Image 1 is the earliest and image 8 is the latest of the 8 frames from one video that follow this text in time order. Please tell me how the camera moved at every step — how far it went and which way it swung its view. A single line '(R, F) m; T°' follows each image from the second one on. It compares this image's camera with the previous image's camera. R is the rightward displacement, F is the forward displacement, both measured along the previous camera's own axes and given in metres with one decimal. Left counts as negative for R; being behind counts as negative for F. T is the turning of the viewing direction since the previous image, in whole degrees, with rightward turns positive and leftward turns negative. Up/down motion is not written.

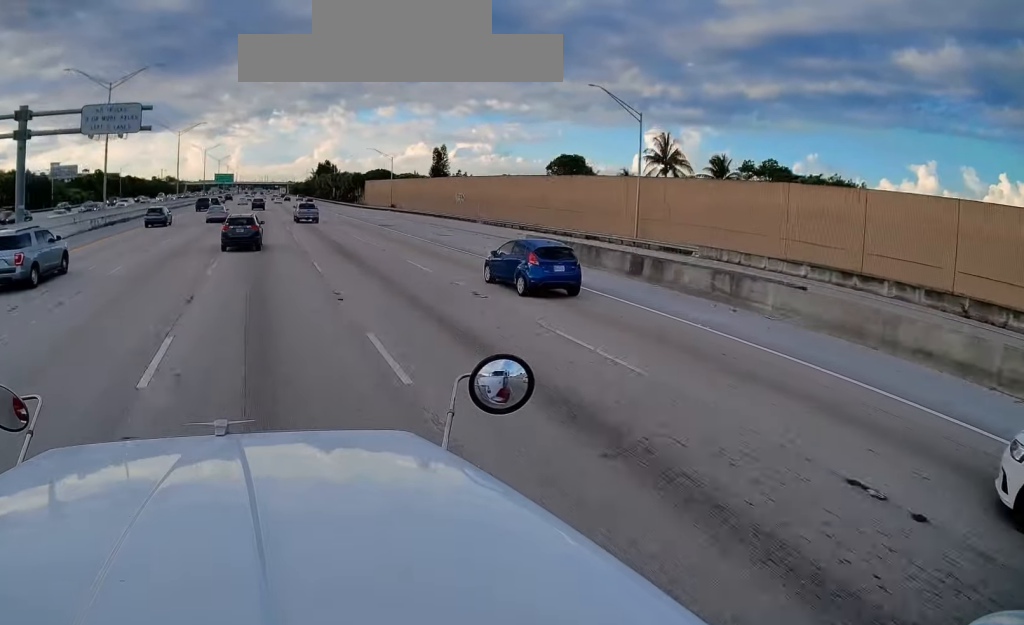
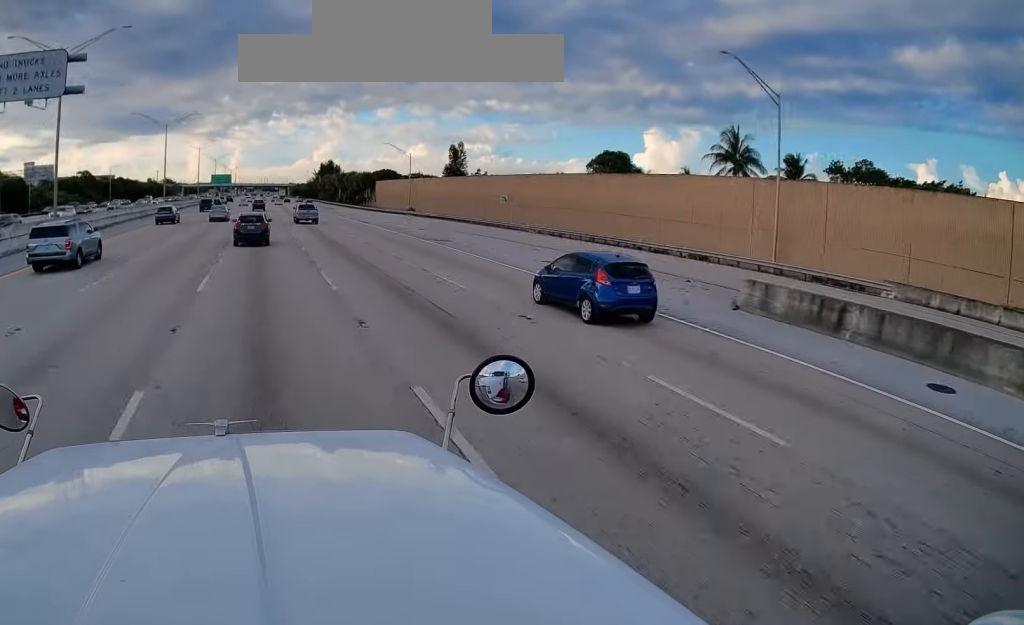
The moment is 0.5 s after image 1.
(-0.1, +14.9) m; 0°
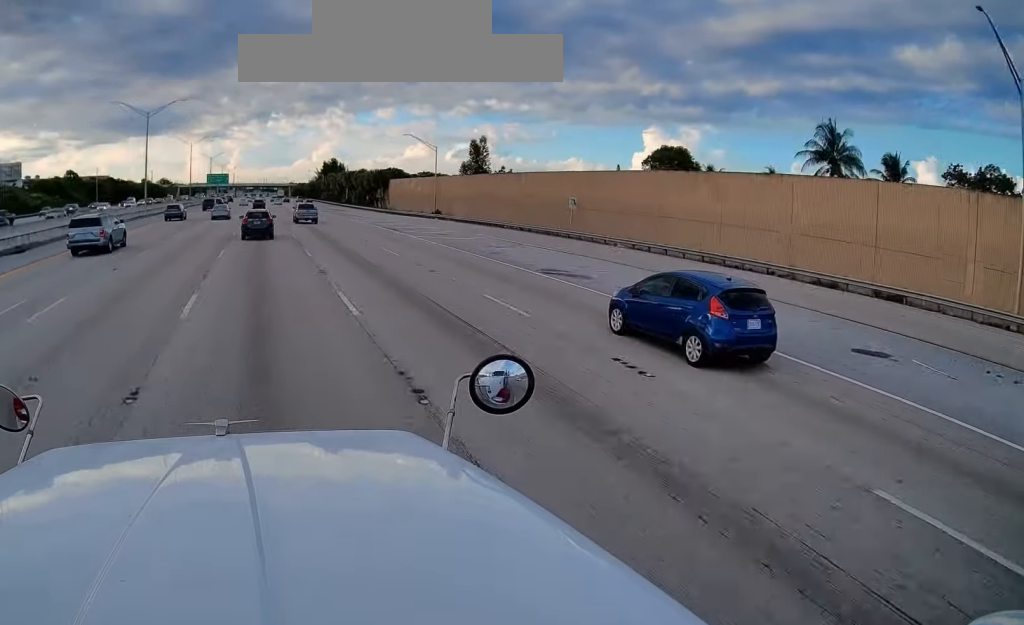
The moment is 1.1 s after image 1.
(-0.1, +16.1) m; 0°
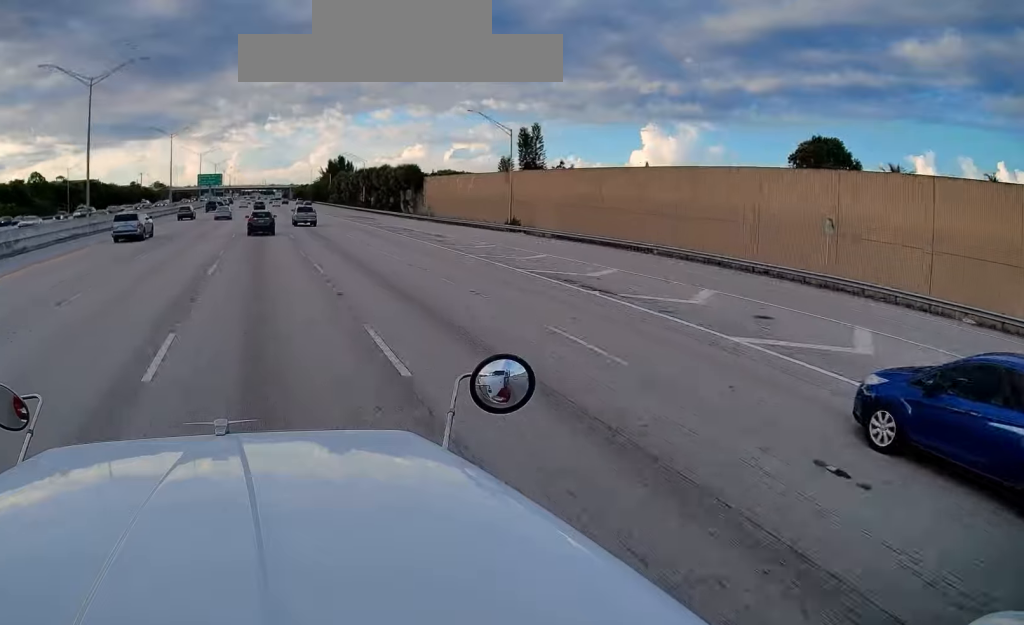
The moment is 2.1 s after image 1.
(0.0, +28.7) m; 0°
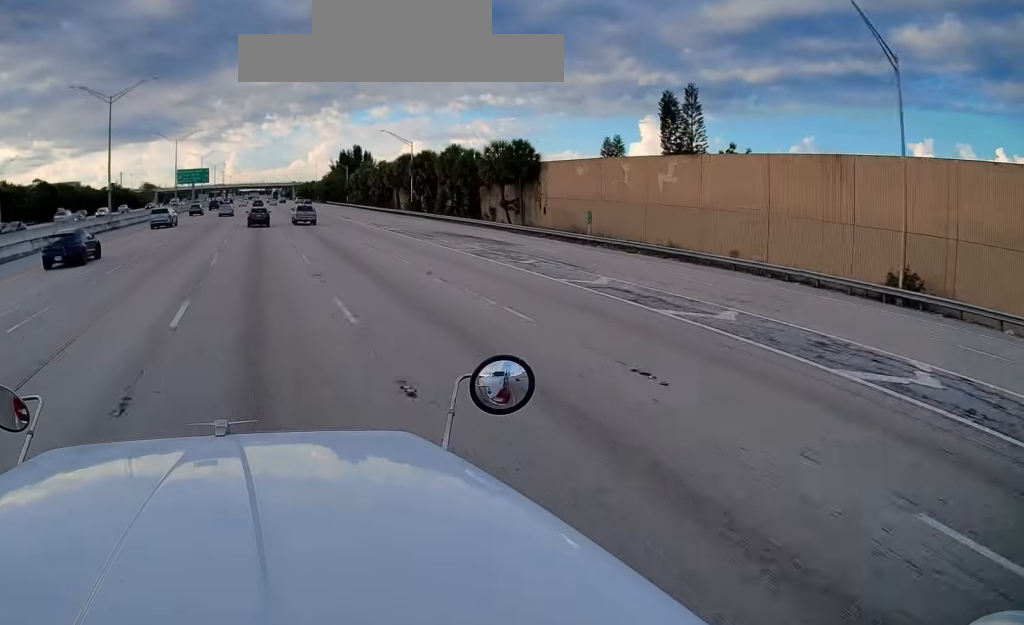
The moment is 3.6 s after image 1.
(+0.1, +44.0) m; 0°
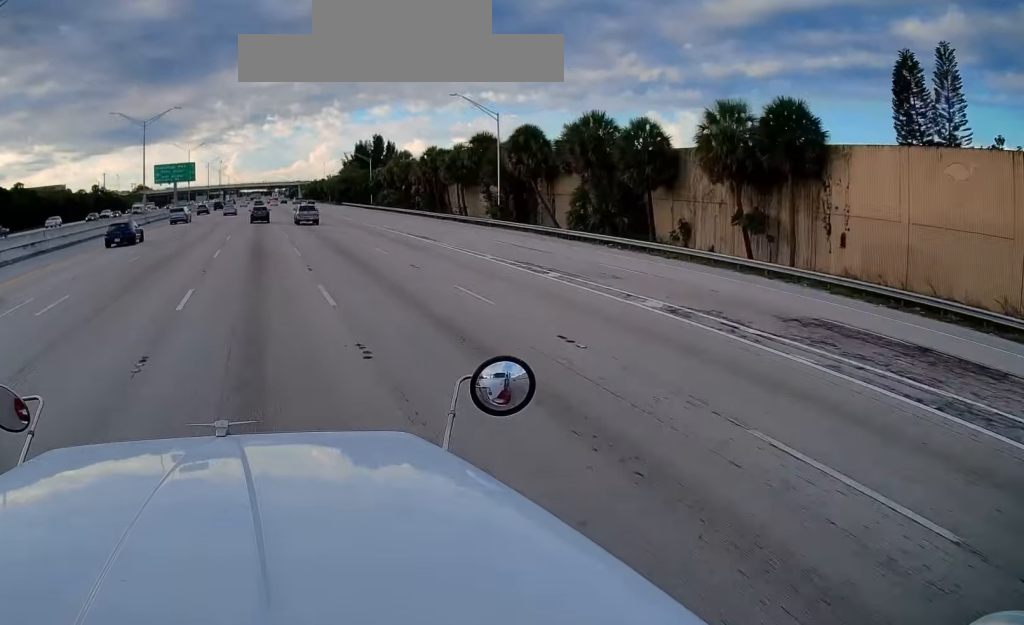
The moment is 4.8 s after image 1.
(+0.1, +34.2) m; +1°
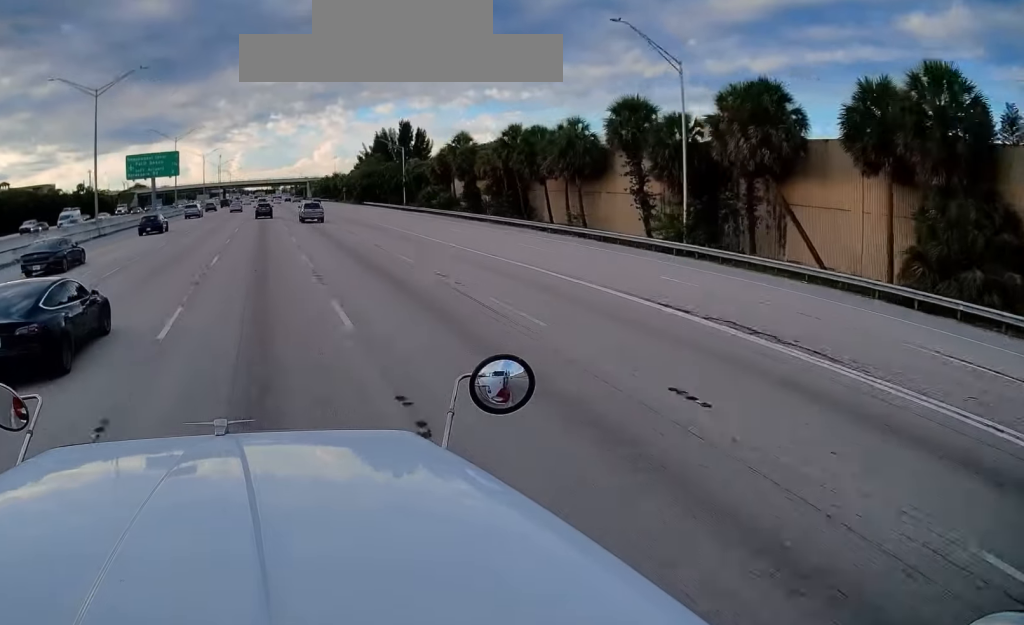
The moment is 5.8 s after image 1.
(+0.1, +28.5) m; -1°
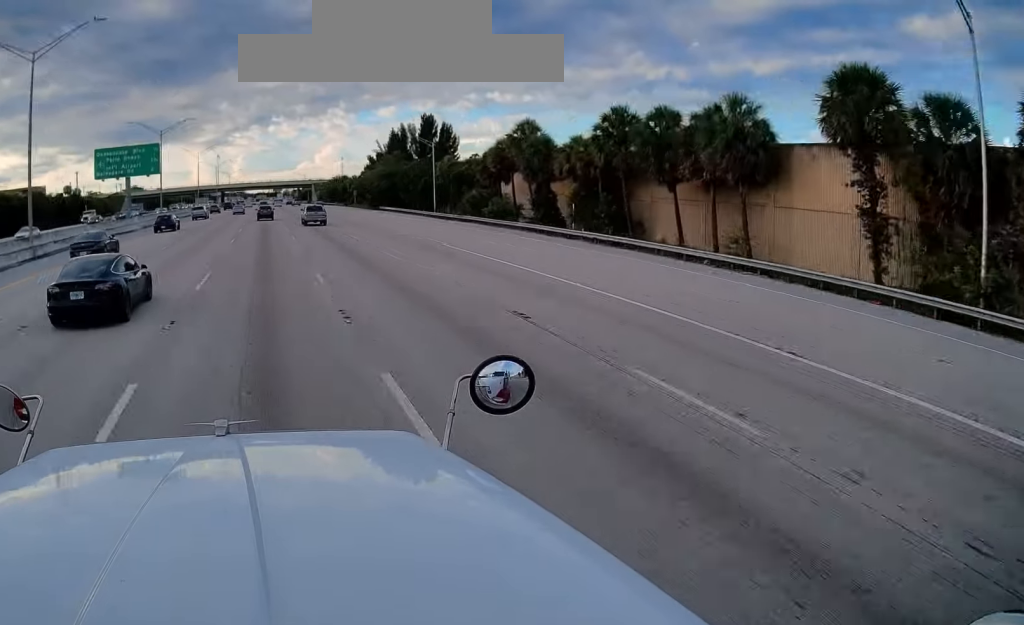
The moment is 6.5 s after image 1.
(-0.3, +18.1) m; -1°
